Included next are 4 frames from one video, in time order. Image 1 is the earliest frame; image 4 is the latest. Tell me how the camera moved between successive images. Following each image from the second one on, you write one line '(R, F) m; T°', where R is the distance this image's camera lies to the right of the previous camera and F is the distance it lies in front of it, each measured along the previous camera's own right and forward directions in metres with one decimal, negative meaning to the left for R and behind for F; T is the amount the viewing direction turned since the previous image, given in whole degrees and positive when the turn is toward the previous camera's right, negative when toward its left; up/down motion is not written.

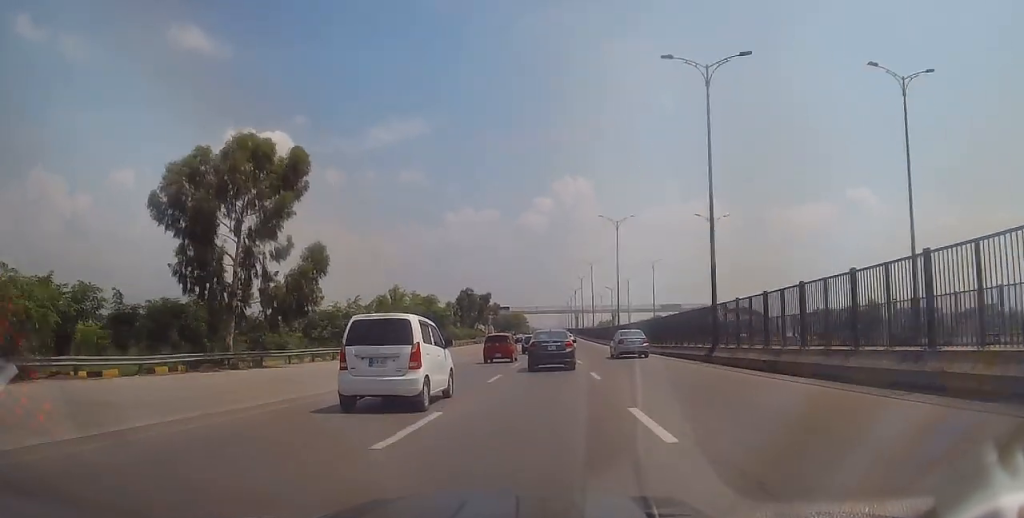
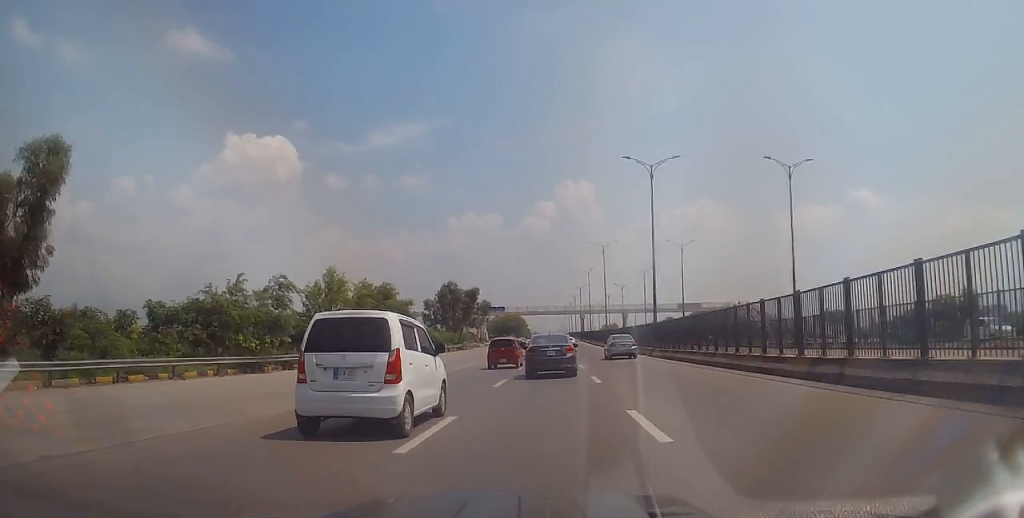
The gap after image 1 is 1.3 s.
(+0.1, +21.1) m; +1°
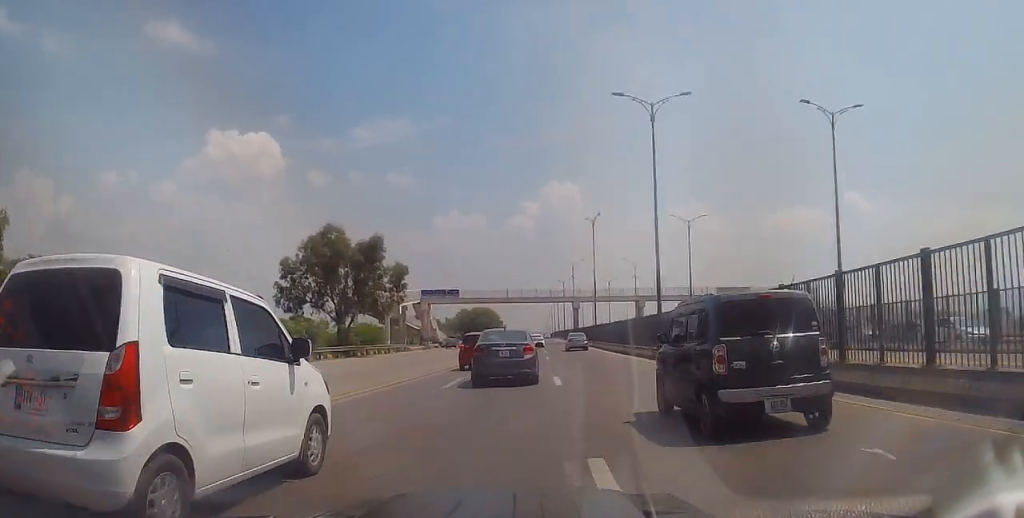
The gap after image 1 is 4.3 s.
(+0.4, +46.2) m; +1°
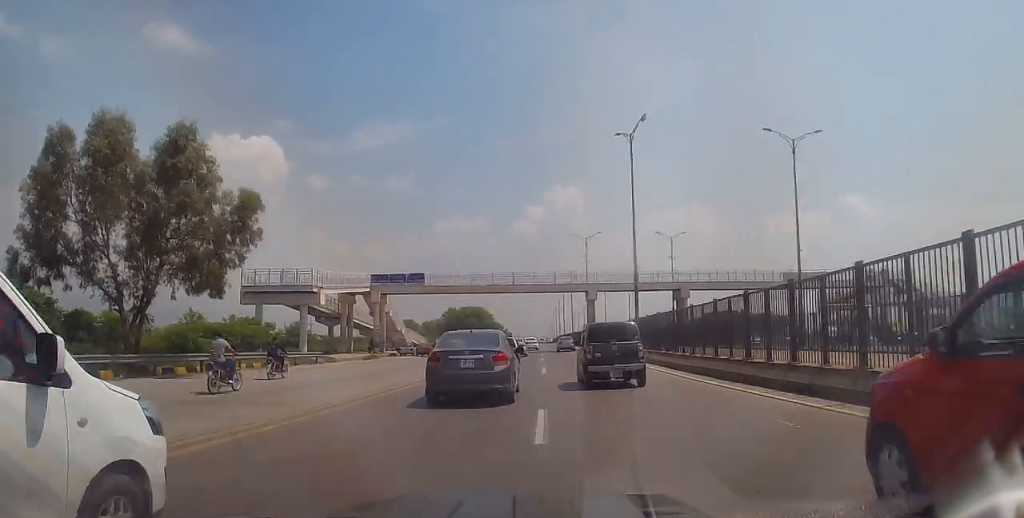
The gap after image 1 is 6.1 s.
(+0.2, +27.2) m; 0°
